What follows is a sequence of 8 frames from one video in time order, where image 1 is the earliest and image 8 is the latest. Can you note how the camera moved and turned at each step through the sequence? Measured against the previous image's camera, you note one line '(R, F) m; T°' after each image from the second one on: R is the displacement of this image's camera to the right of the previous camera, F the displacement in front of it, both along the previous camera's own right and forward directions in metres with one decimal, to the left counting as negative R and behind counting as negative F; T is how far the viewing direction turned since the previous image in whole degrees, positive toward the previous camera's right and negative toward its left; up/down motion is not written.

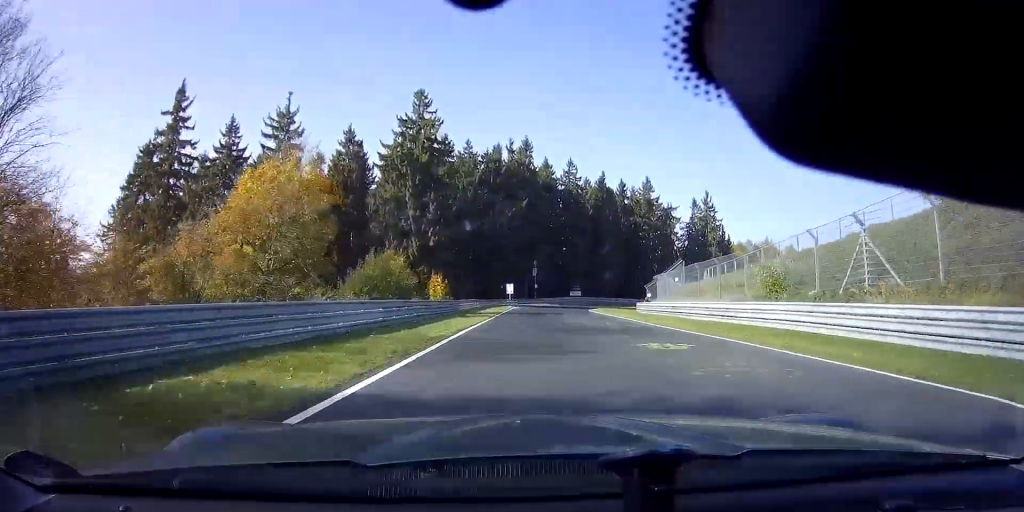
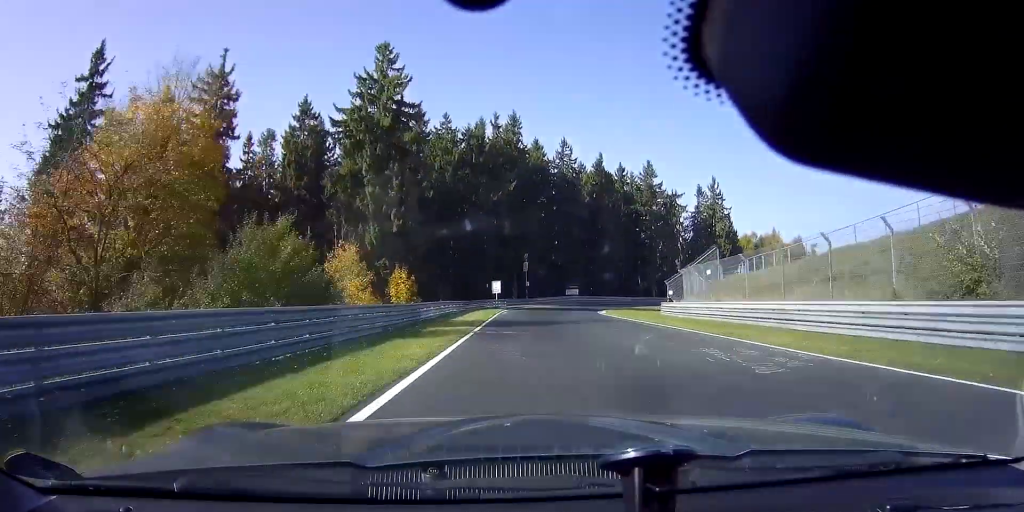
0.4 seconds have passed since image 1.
(+0.2, +12.3) m; +2°
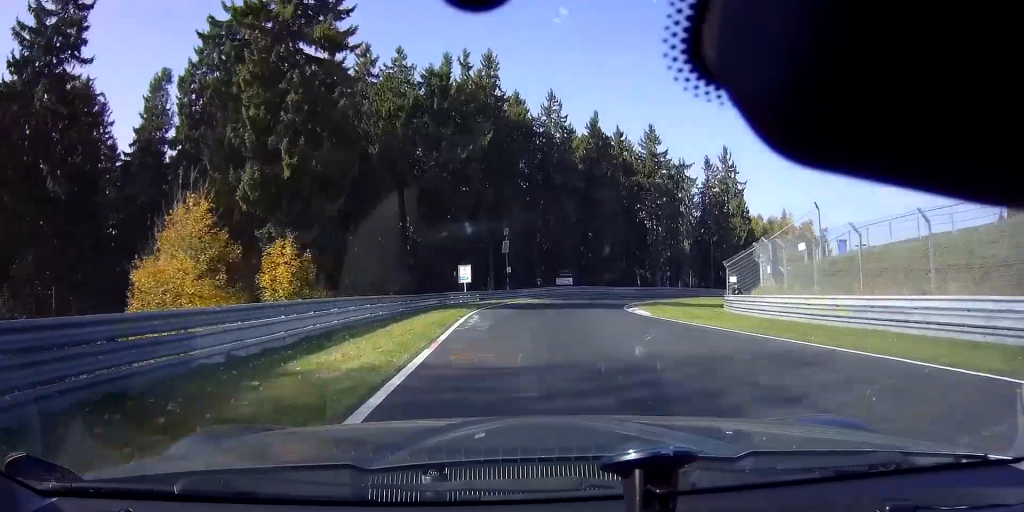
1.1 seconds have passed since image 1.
(+0.3, +17.3) m; +5°
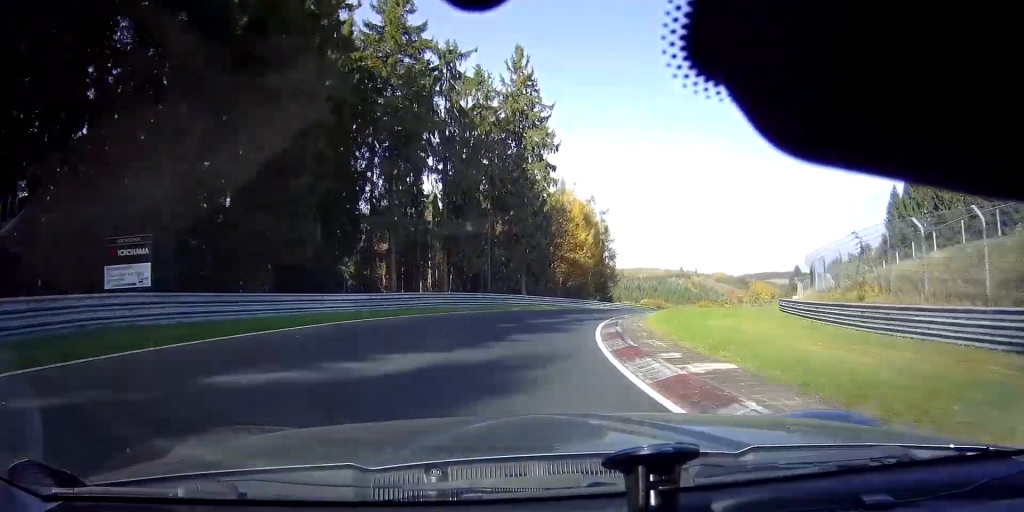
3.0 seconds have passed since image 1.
(+10.9, +45.5) m; +34°
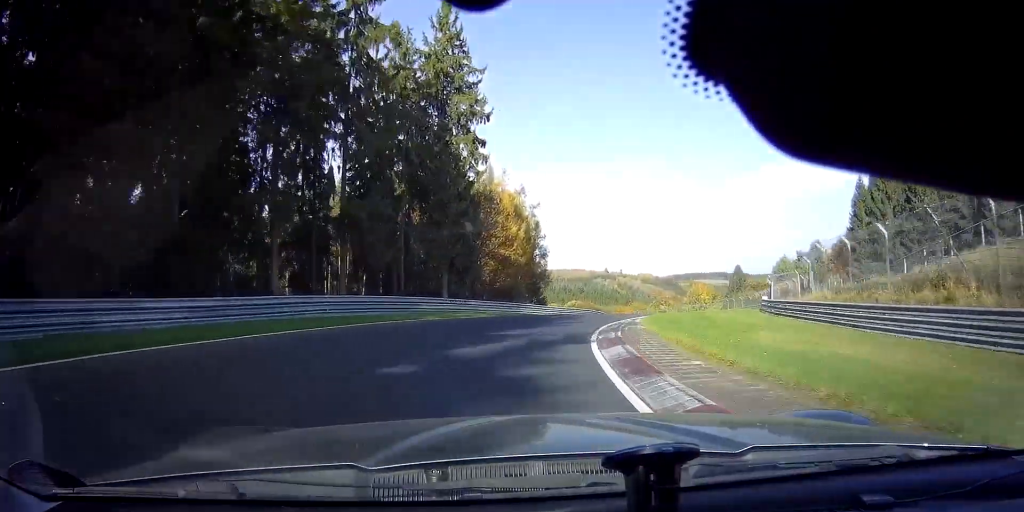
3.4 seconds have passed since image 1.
(+1.1, +9.6) m; +8°
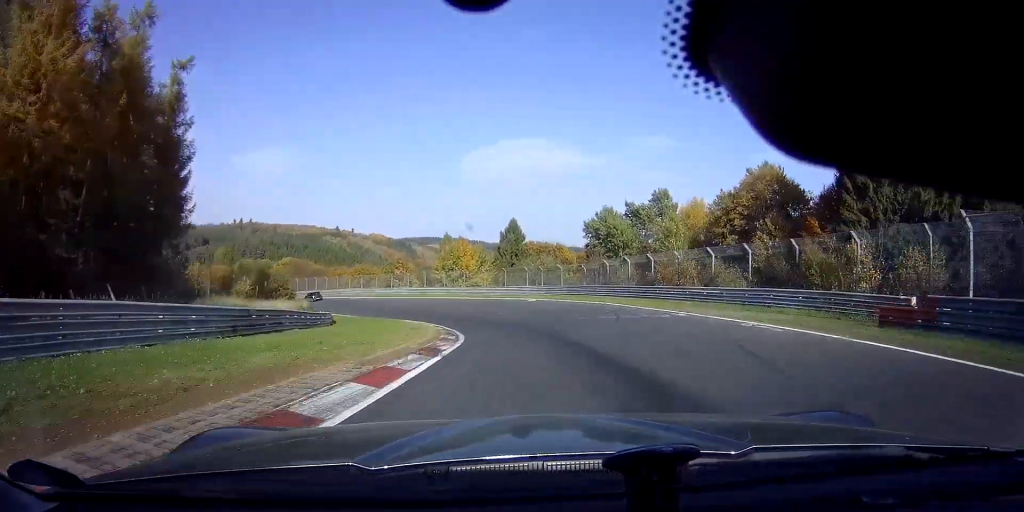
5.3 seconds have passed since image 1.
(+11.7, +47.6) m; +16°
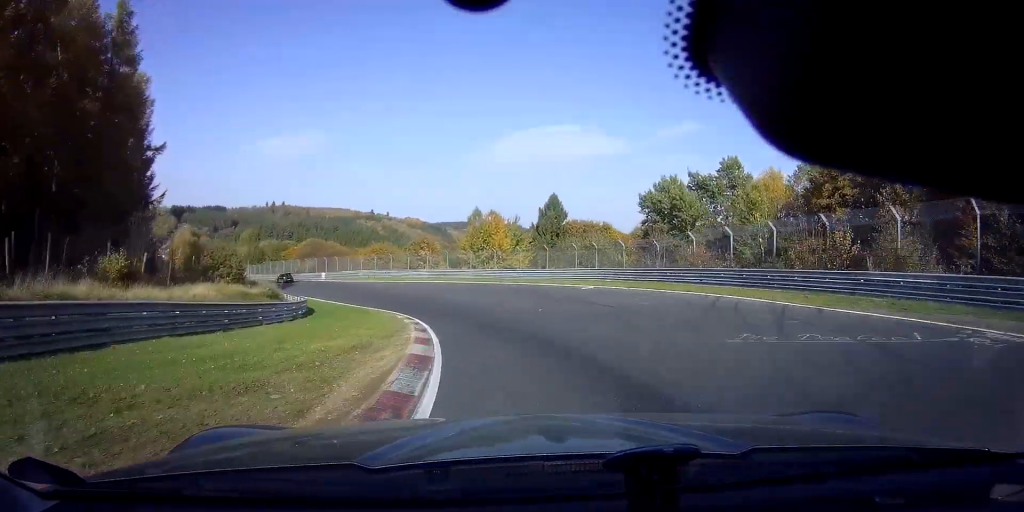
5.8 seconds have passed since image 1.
(+1.0, +13.6) m; -2°
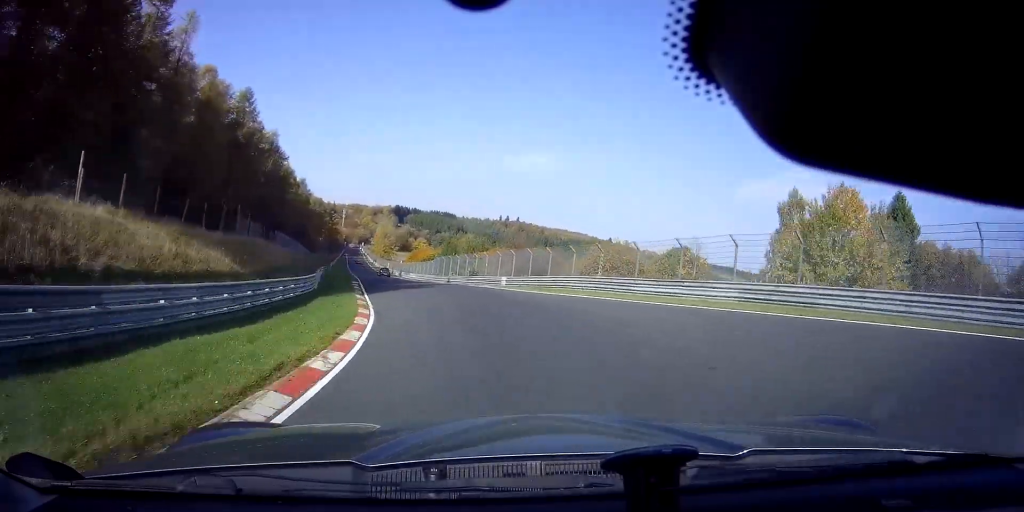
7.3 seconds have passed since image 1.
(-7.9, +39.8) m; -20°
